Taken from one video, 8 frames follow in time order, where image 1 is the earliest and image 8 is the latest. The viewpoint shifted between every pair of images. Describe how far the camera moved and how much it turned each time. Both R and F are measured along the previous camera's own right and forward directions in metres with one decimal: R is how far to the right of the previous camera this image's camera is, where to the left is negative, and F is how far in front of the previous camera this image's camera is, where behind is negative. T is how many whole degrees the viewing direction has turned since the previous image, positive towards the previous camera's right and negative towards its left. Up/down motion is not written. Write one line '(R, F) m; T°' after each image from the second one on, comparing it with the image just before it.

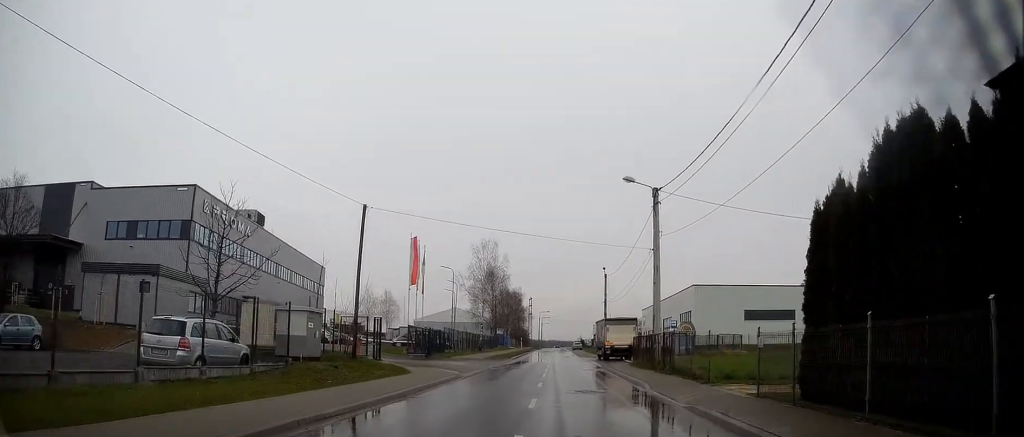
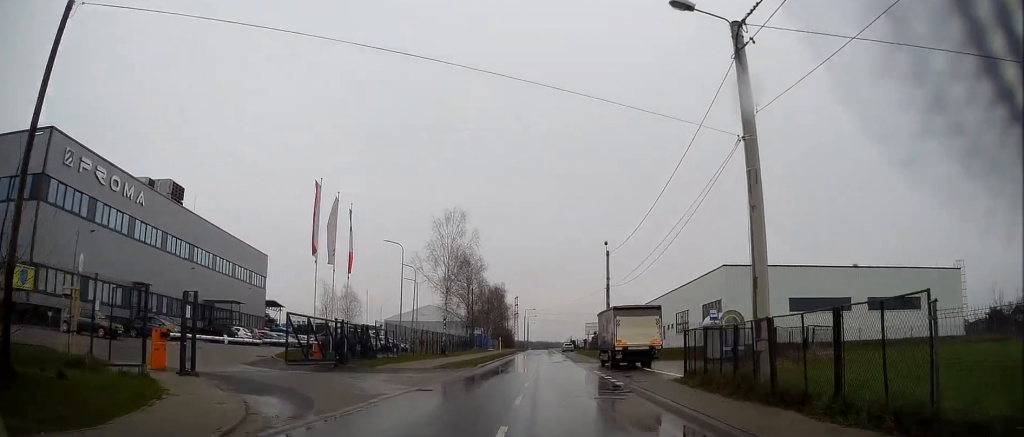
(0.0, +15.8) m; +1°
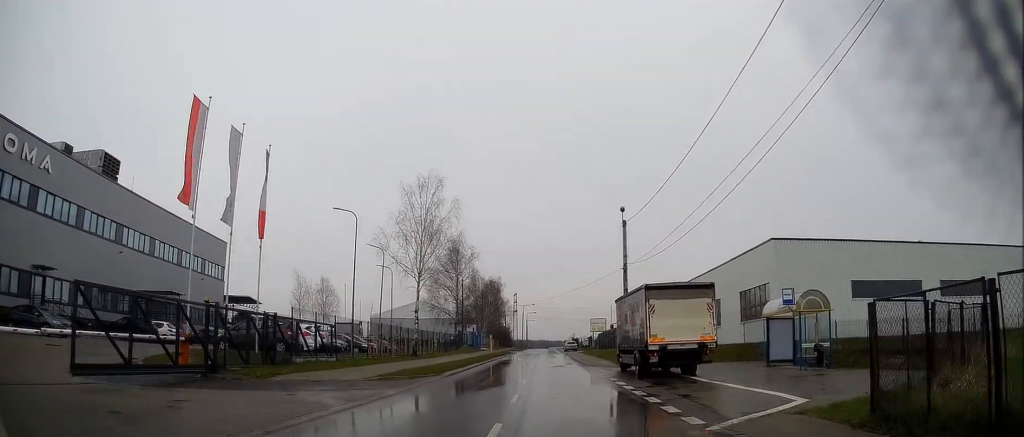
(+0.2, +11.1) m; +1°
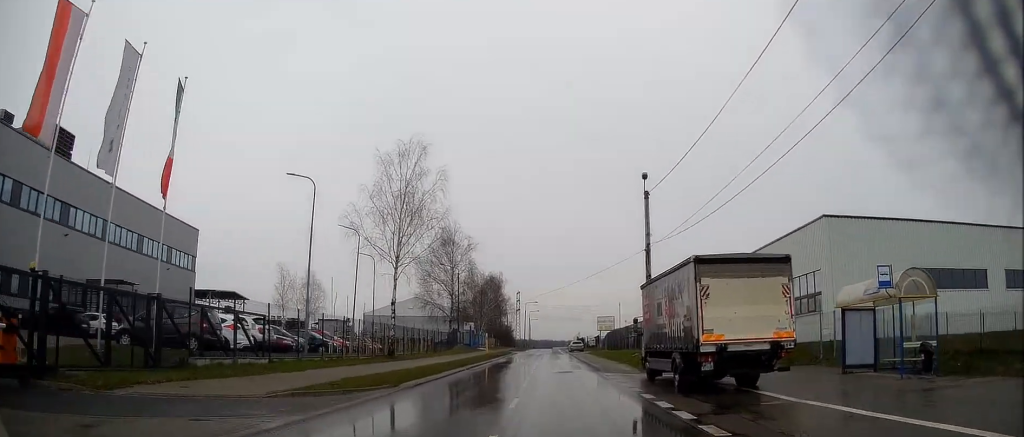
(0.0, +7.1) m; 0°
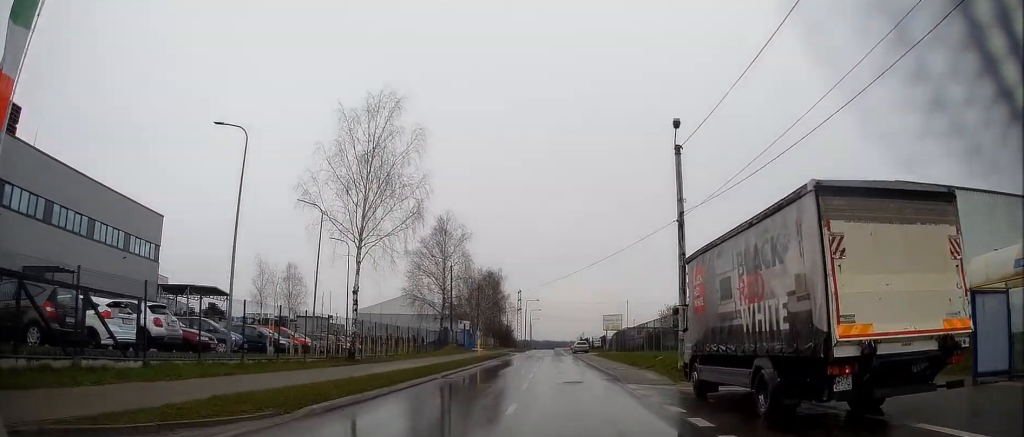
(0.0, +7.1) m; 0°
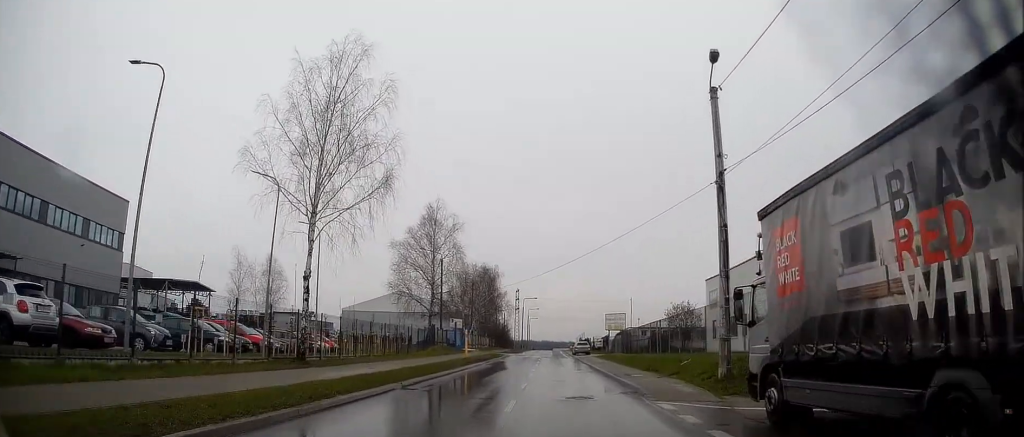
(0.0, +5.5) m; 0°
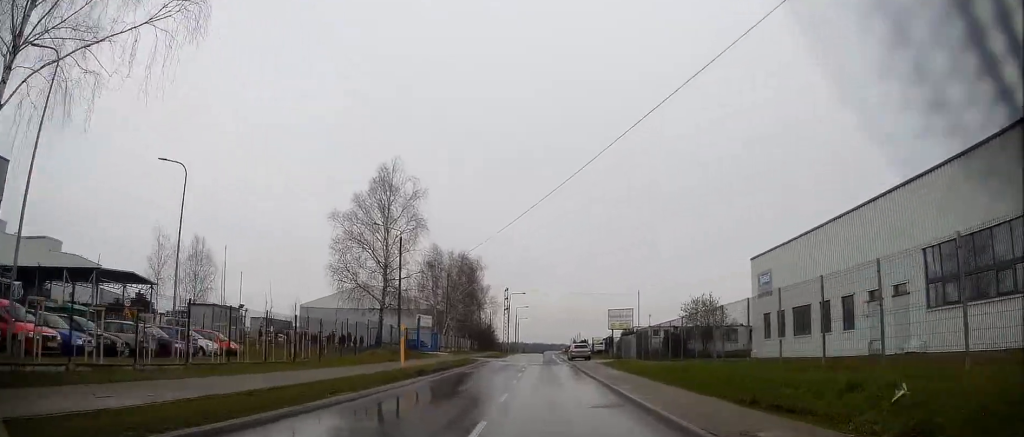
(+0.1, +14.5) m; 0°
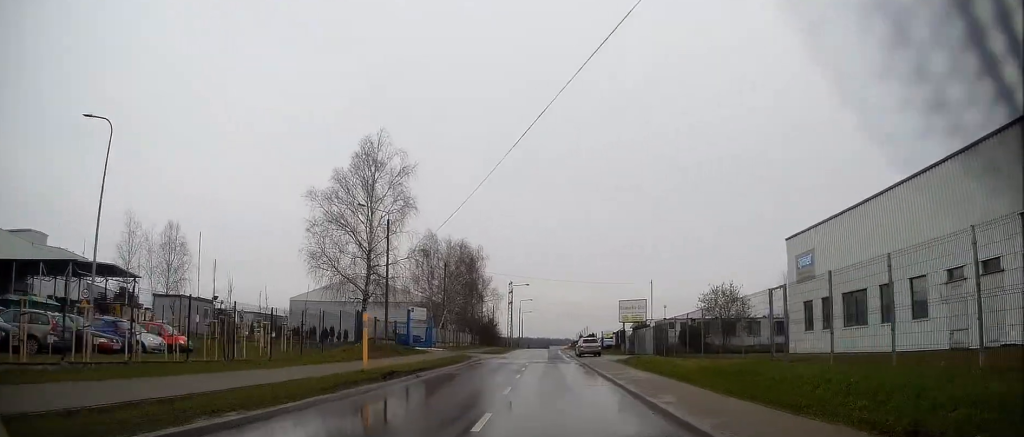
(0.0, +5.5) m; 0°
